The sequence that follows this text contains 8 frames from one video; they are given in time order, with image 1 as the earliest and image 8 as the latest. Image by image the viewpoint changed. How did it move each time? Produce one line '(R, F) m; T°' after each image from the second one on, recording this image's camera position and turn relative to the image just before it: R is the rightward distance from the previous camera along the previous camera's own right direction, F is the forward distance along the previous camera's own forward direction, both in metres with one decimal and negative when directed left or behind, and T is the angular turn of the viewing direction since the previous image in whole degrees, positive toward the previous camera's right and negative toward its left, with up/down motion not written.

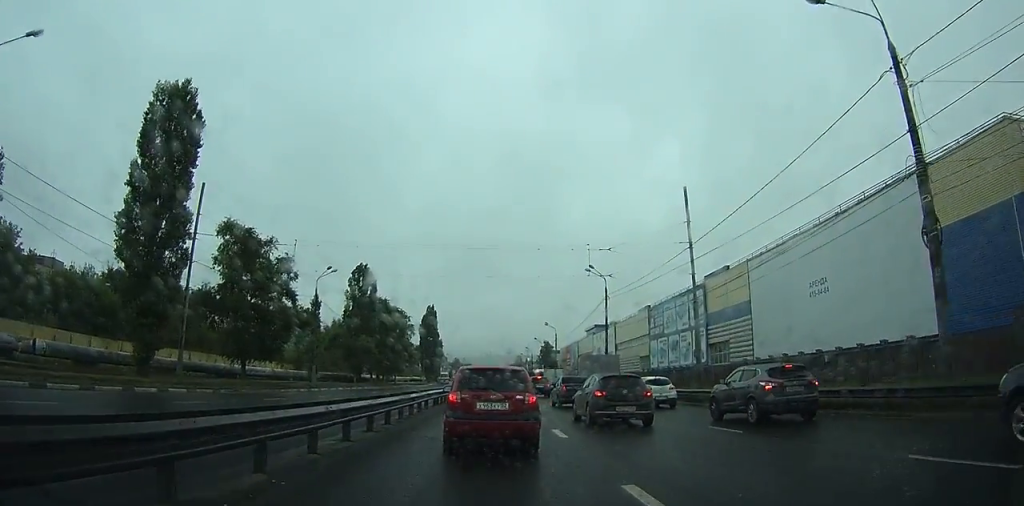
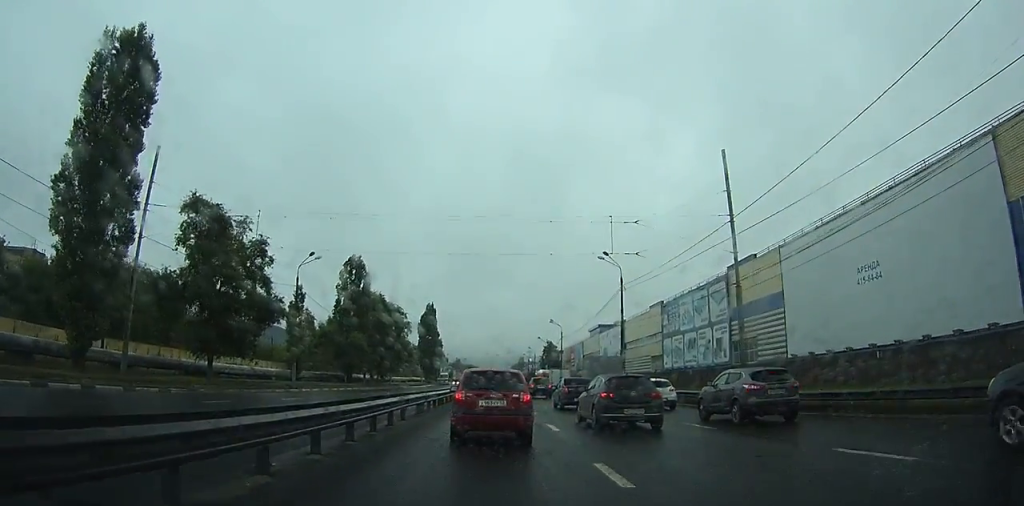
(0.0, +6.5) m; 0°
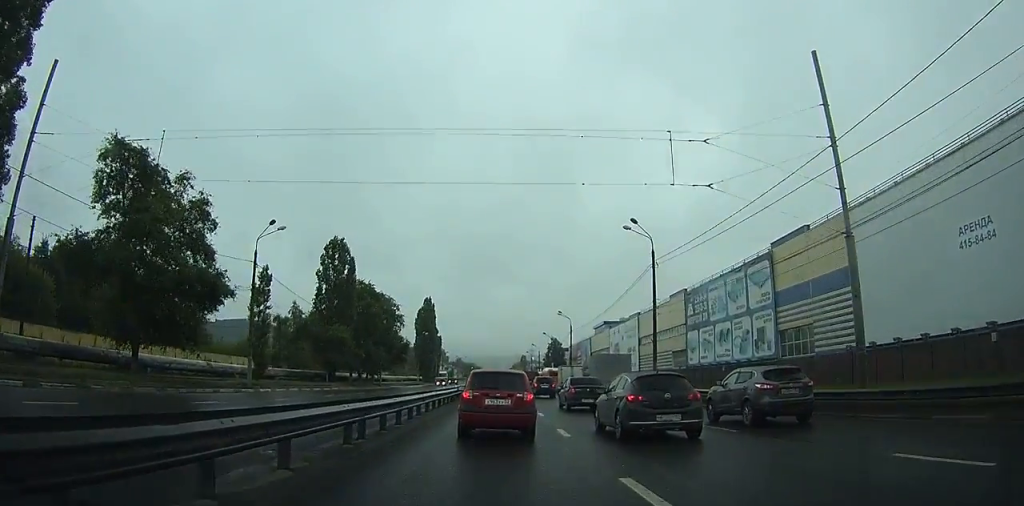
(-0.1, +9.0) m; -3°
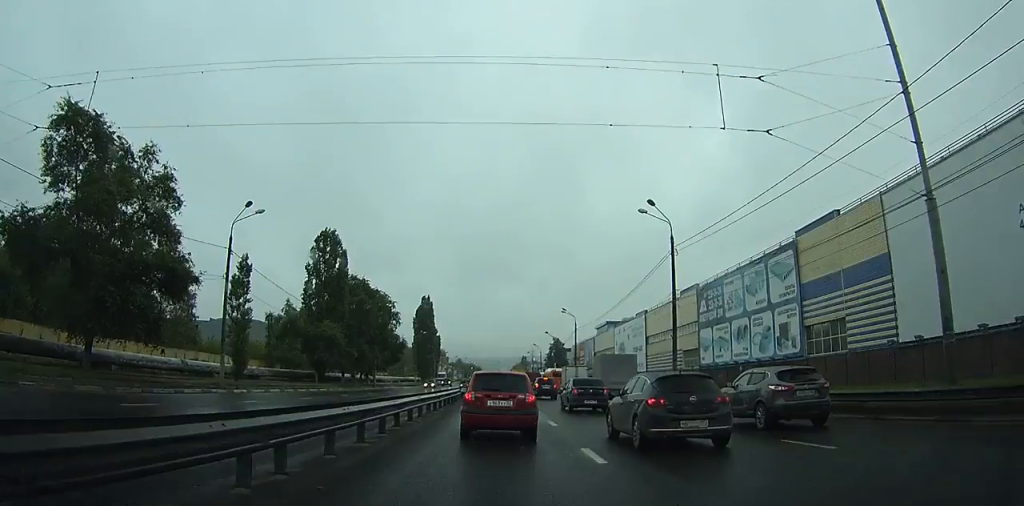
(-0.1, +4.0) m; -1°
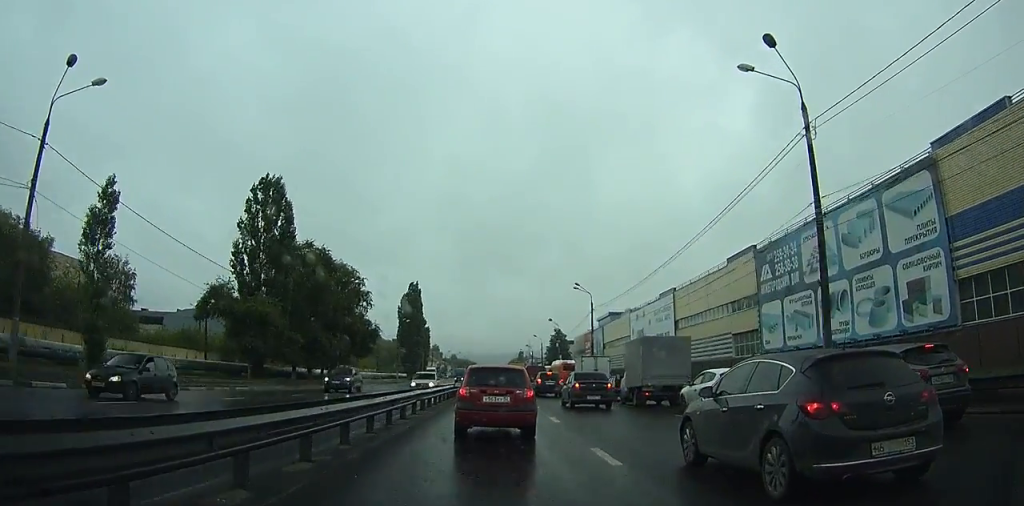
(+0.1, +16.2) m; +2°
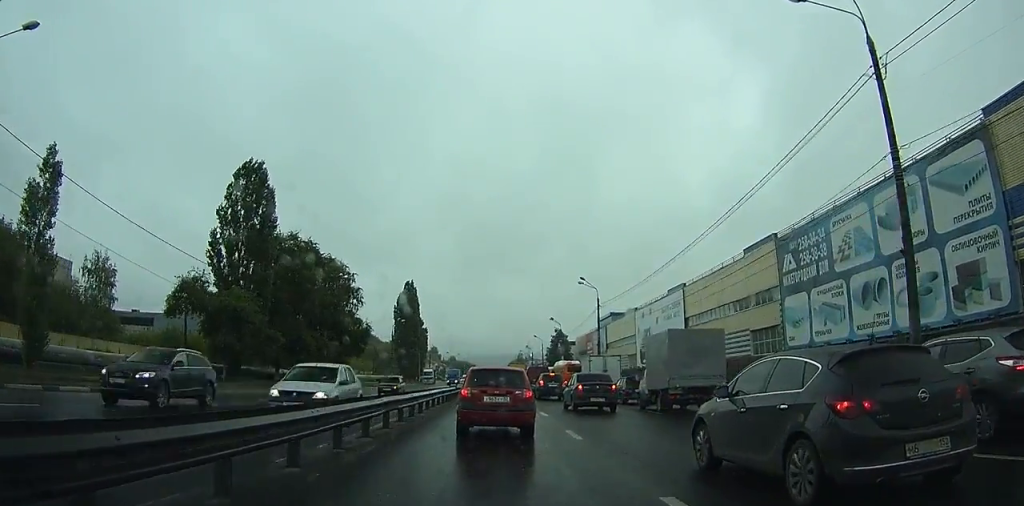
(-0.1, +4.6) m; +2°
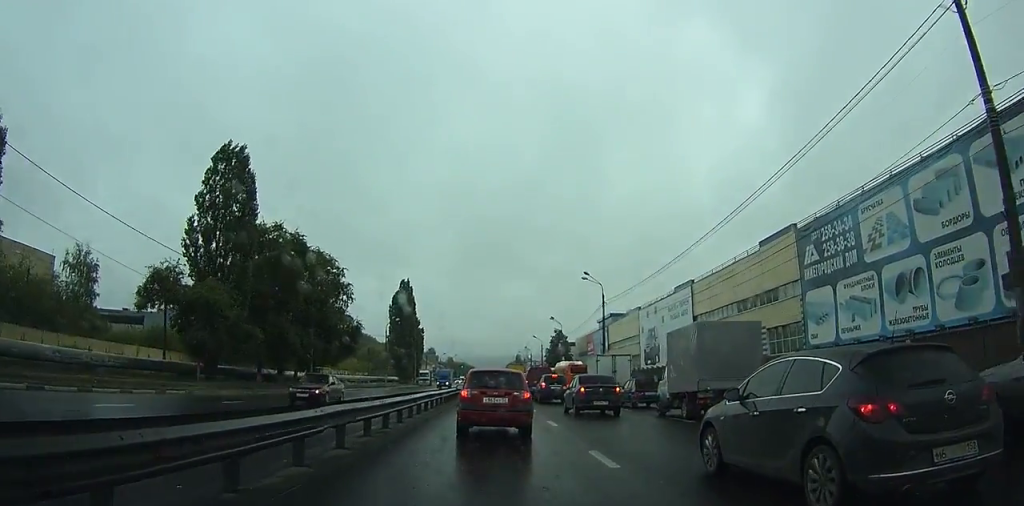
(+0.2, +3.9) m; +2°
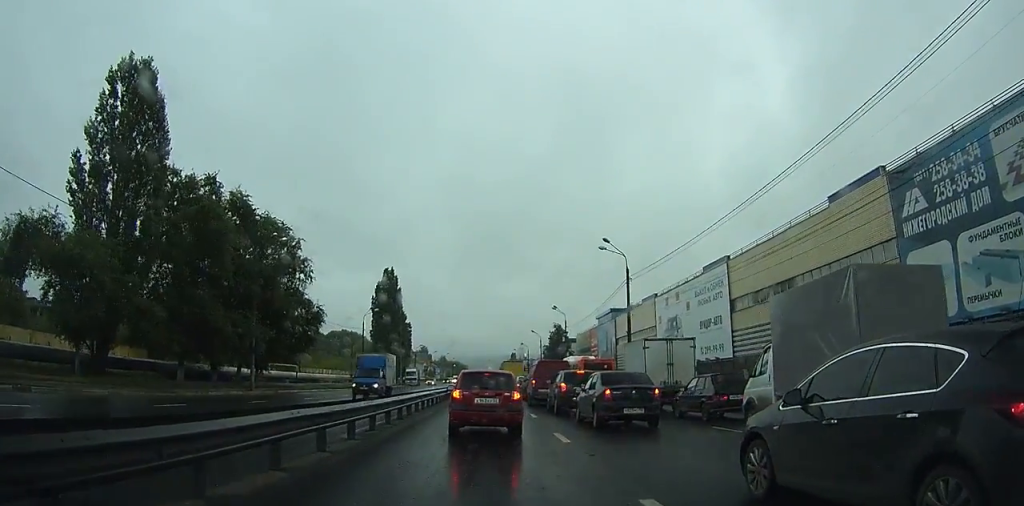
(+0.6, +13.5) m; +1°
